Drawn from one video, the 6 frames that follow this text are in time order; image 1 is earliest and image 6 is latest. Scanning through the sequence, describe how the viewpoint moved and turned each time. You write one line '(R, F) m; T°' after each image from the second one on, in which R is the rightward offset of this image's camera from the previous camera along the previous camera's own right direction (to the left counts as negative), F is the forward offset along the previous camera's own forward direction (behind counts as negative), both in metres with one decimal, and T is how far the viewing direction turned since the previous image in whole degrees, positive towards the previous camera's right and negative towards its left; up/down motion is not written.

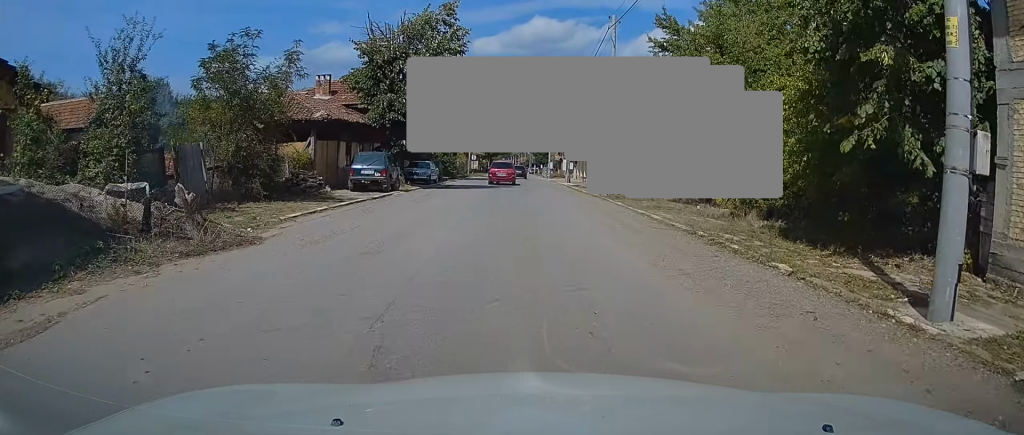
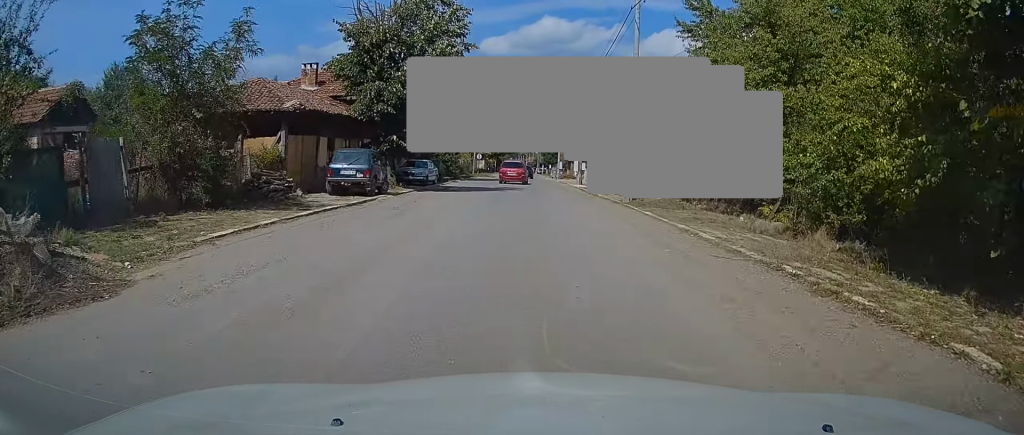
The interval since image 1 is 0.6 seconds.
(0.0, +4.0) m; -1°
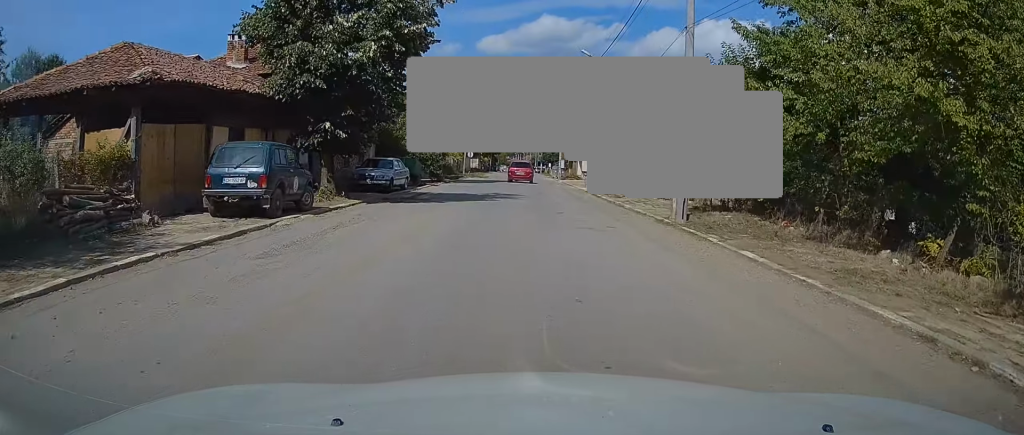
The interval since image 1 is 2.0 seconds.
(-0.2, +8.9) m; -1°
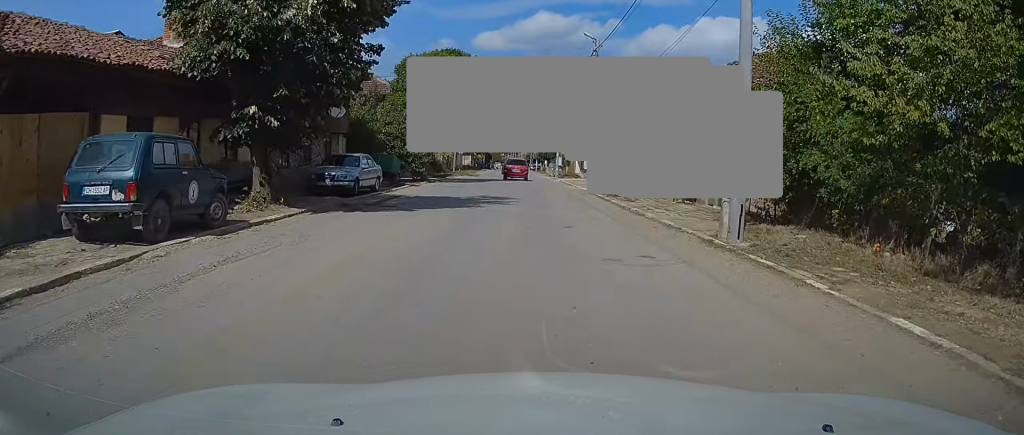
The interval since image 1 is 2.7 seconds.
(0.0, +4.7) m; 0°
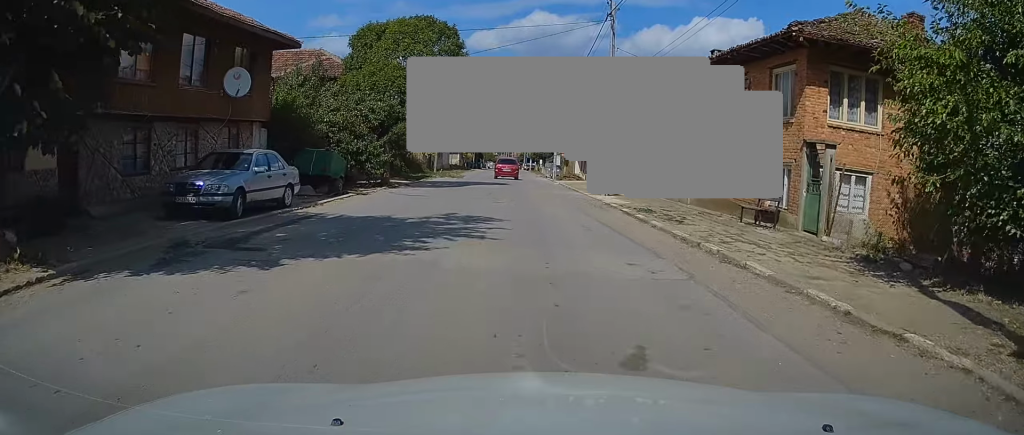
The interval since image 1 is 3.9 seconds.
(0.0, +8.3) m; -1°
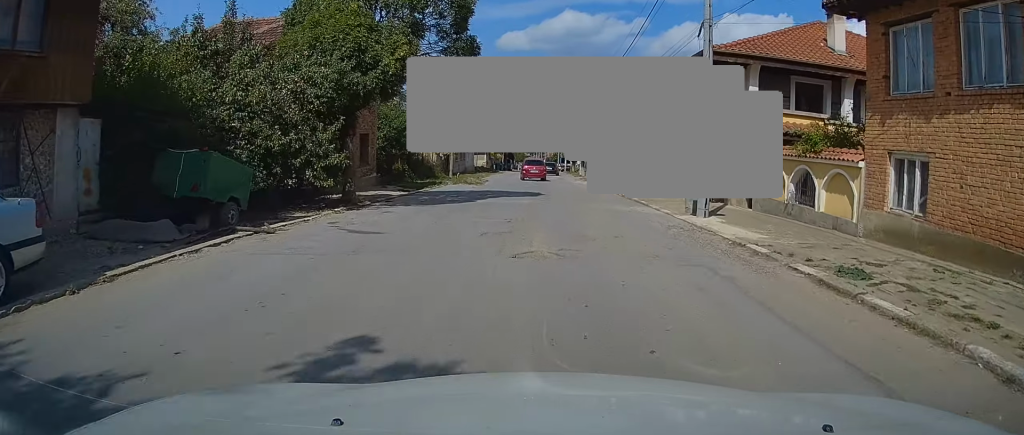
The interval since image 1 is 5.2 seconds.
(-0.2, +10.3) m; 0°
